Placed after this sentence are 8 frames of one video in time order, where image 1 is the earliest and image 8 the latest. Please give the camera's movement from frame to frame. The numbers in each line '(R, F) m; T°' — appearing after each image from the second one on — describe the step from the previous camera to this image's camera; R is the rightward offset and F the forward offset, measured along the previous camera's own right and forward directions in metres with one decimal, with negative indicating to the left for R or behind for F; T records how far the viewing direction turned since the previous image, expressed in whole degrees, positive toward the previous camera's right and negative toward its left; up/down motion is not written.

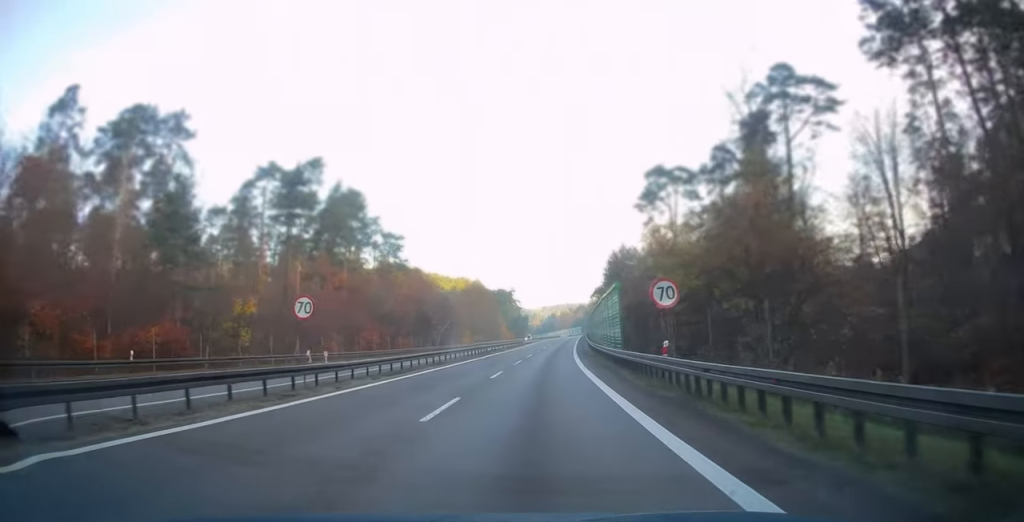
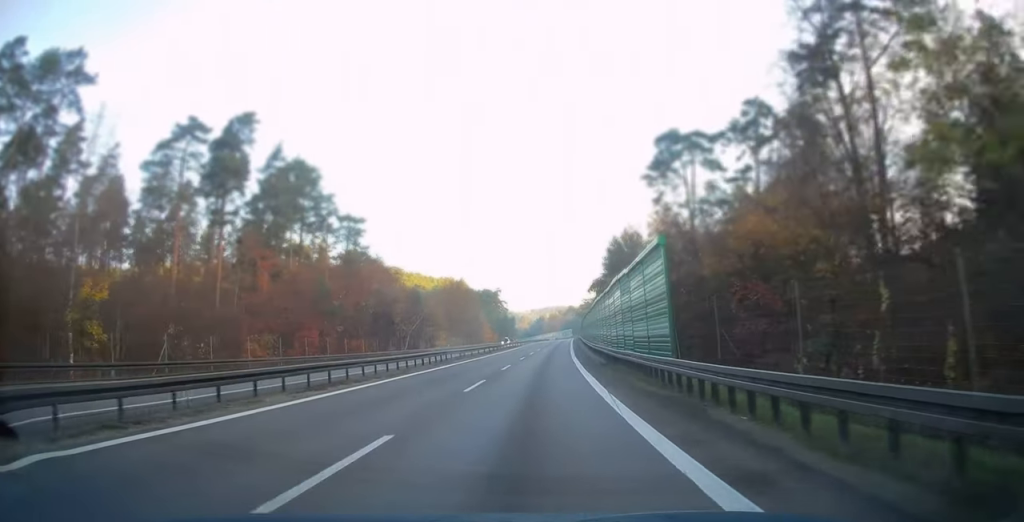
(+0.3, +18.0) m; +1°
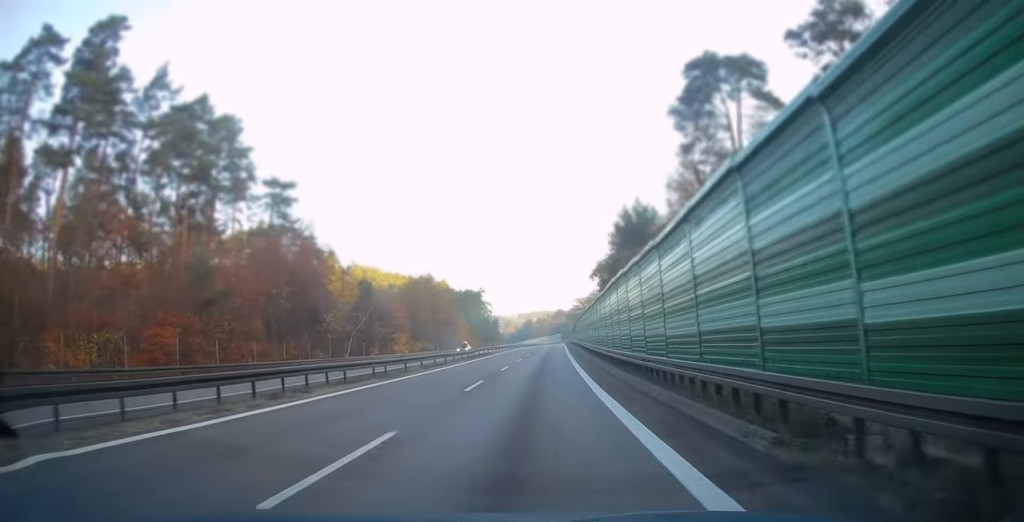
(+0.3, +23.6) m; +1°
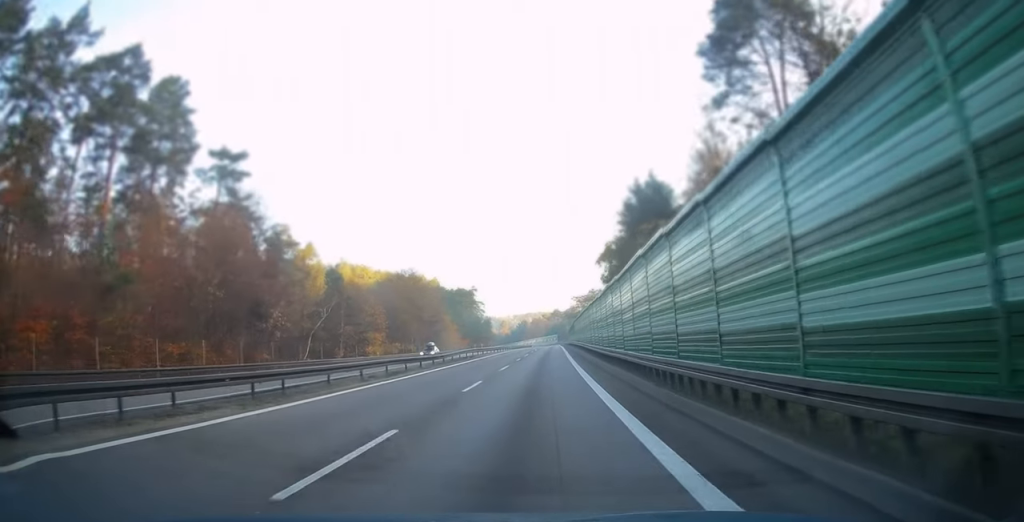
(0.0, +11.8) m; 0°
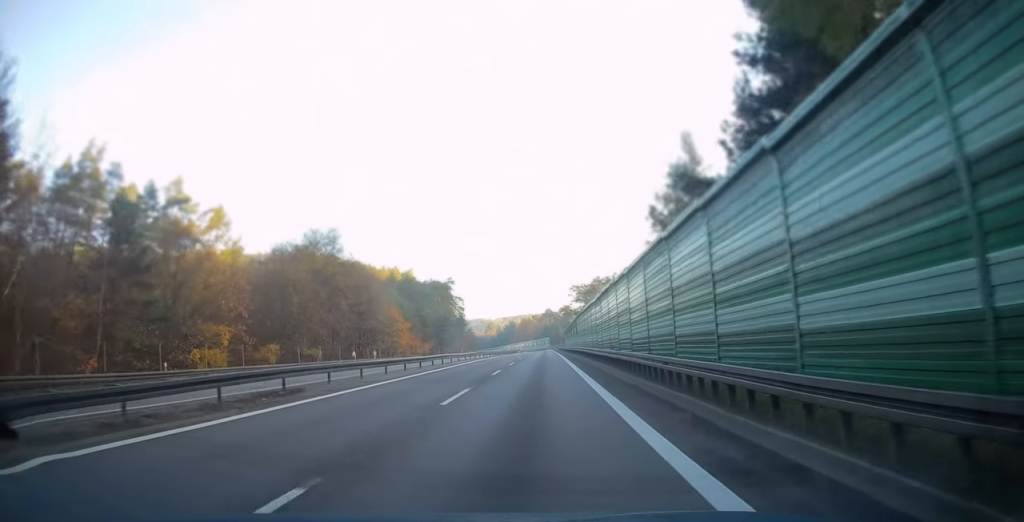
(+0.5, +39.5) m; +1°
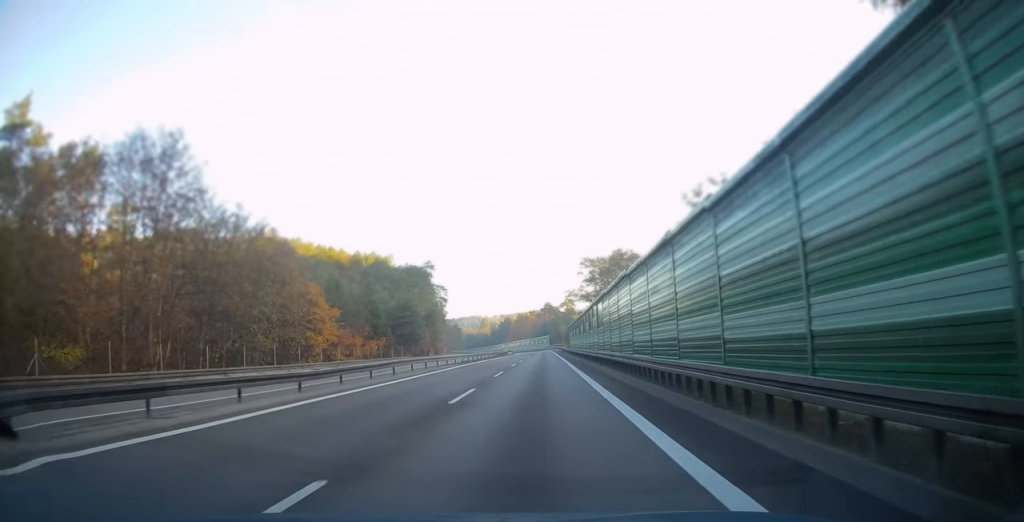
(0.0, +35.2) m; 0°
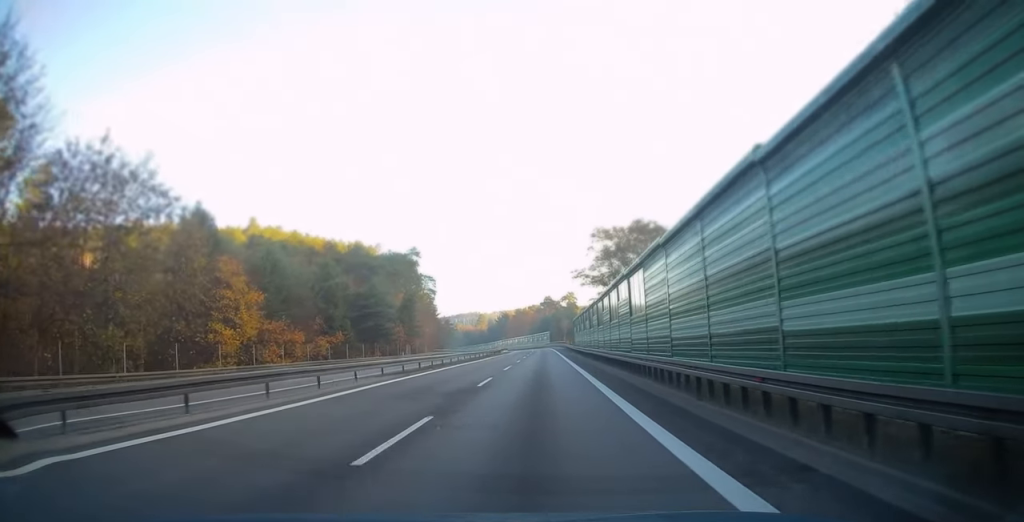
(0.0, +18.7) m; 0°
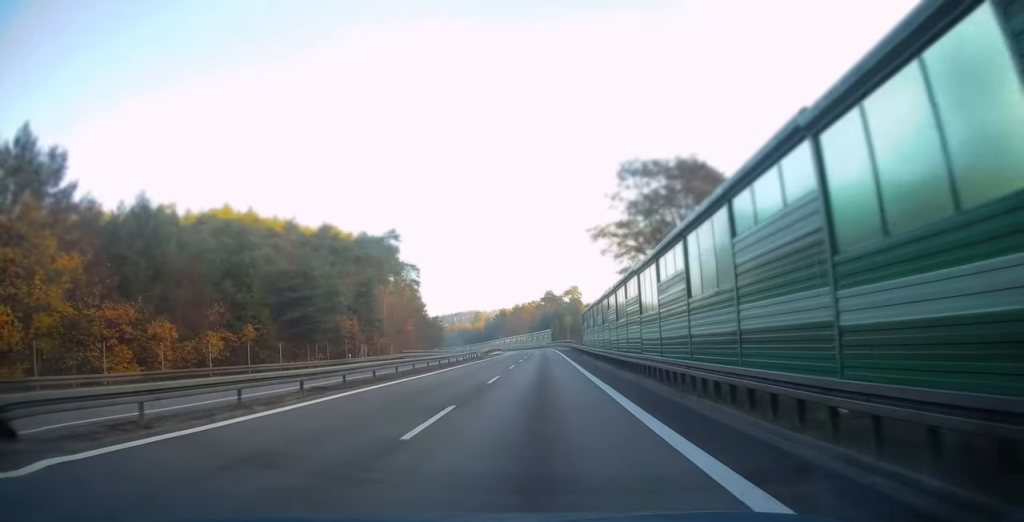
(+0.1, +22.0) m; 0°
